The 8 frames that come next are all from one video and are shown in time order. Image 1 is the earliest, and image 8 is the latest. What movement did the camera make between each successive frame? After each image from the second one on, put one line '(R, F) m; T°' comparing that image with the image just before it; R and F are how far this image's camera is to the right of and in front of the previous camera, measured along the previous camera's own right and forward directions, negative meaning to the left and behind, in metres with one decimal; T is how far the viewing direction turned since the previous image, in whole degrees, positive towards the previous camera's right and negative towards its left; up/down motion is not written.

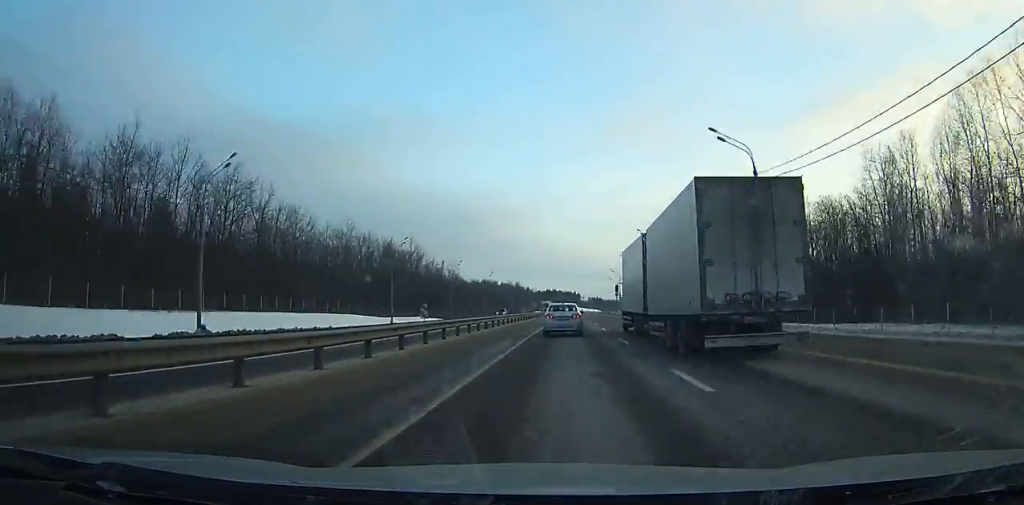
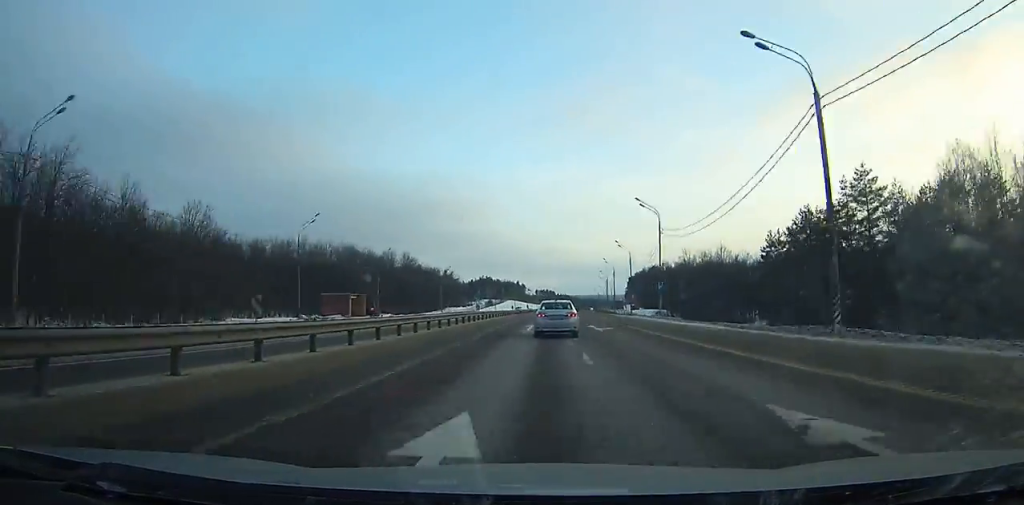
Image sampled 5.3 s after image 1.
(+5.5, +161.1) m; +4°
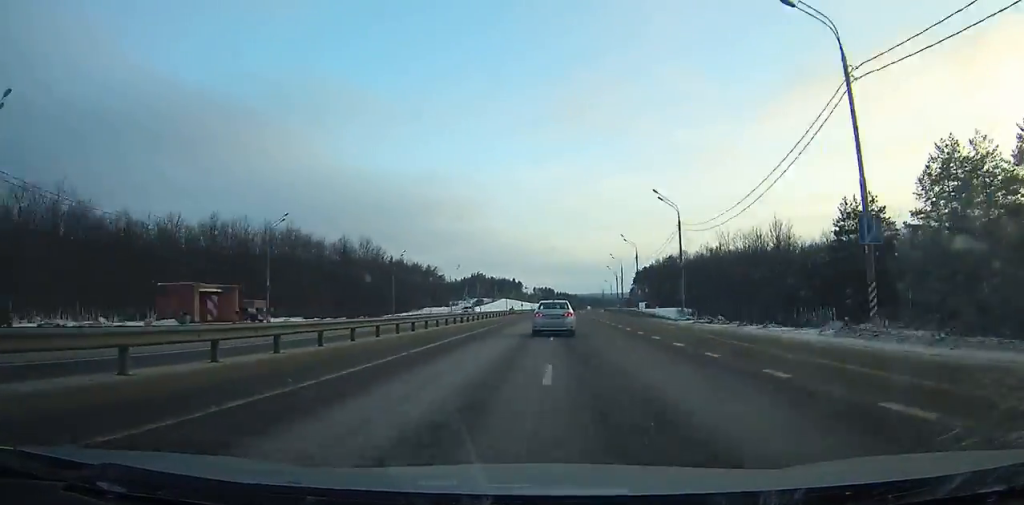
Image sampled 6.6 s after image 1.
(+0.4, +38.8) m; +1°
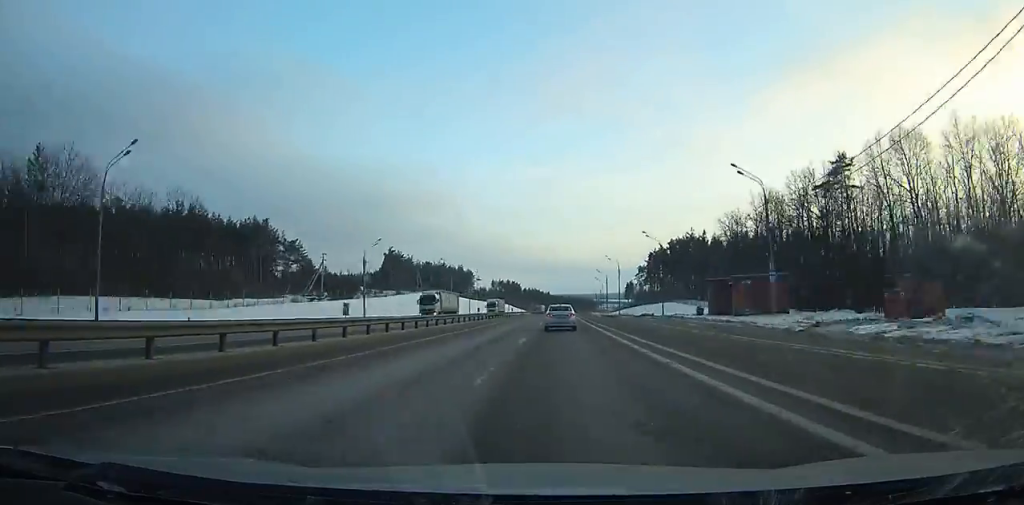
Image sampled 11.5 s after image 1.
(+2.8, +146.3) m; +2°
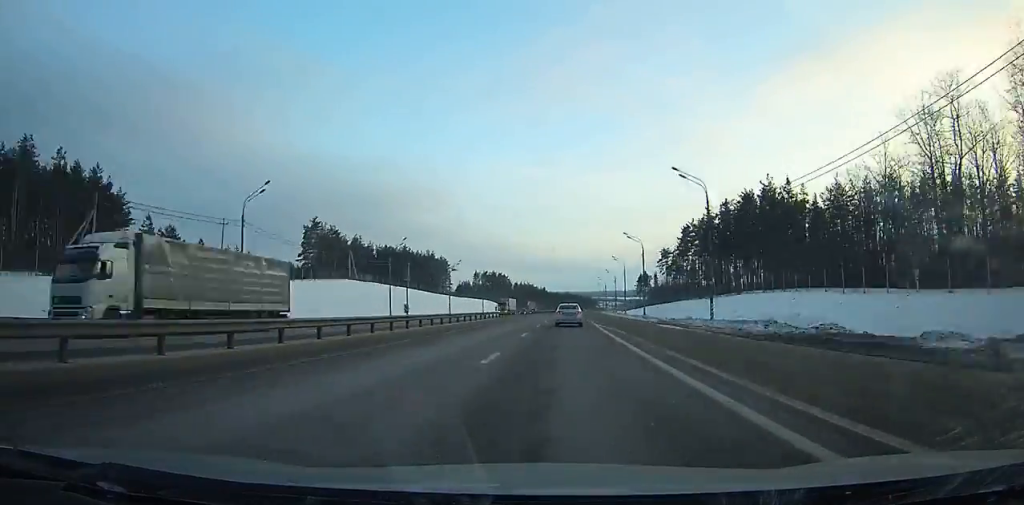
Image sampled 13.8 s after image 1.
(+0.7, +69.4) m; +1°
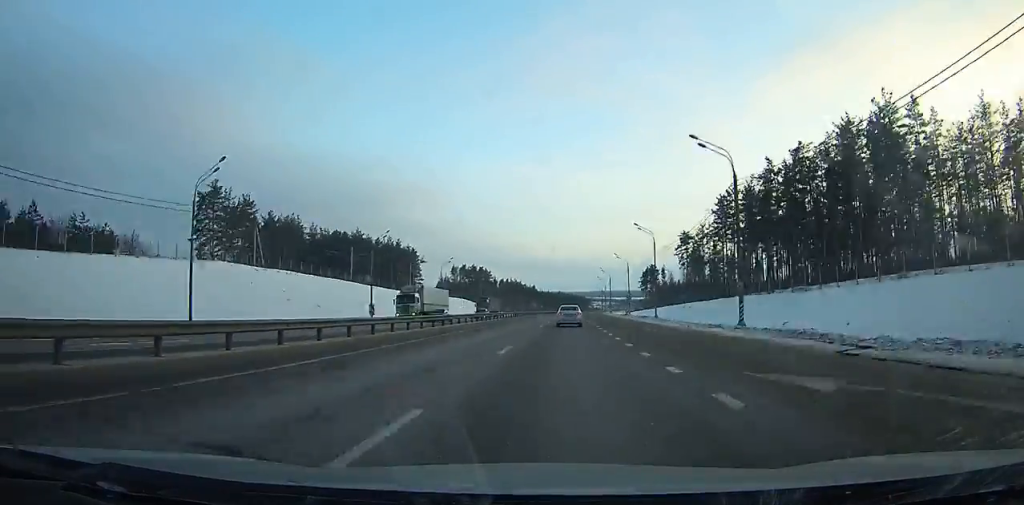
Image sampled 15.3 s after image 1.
(+0.3, +45.7) m; +1°
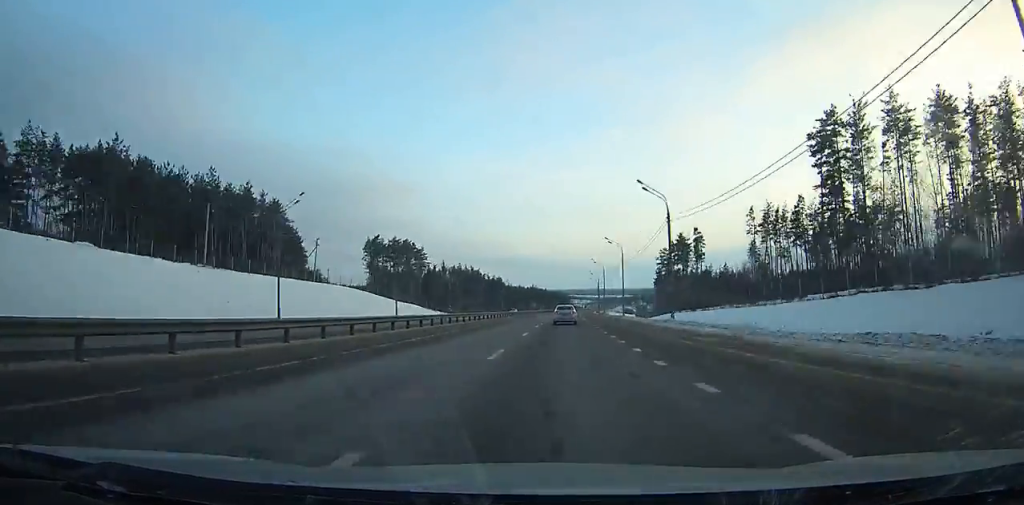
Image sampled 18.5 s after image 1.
(+1.3, +99.0) m; +2°
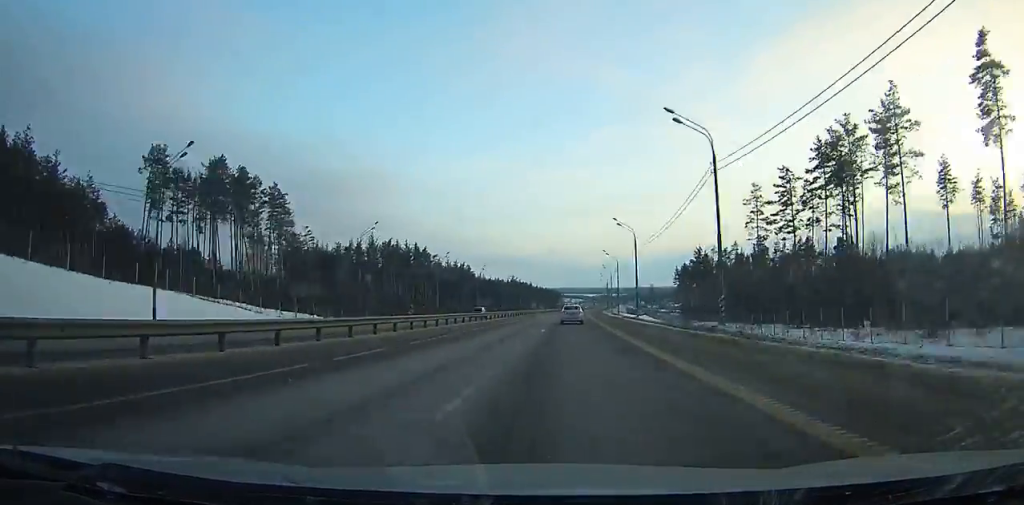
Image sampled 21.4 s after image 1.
(+1.0, +91.2) m; +2°
